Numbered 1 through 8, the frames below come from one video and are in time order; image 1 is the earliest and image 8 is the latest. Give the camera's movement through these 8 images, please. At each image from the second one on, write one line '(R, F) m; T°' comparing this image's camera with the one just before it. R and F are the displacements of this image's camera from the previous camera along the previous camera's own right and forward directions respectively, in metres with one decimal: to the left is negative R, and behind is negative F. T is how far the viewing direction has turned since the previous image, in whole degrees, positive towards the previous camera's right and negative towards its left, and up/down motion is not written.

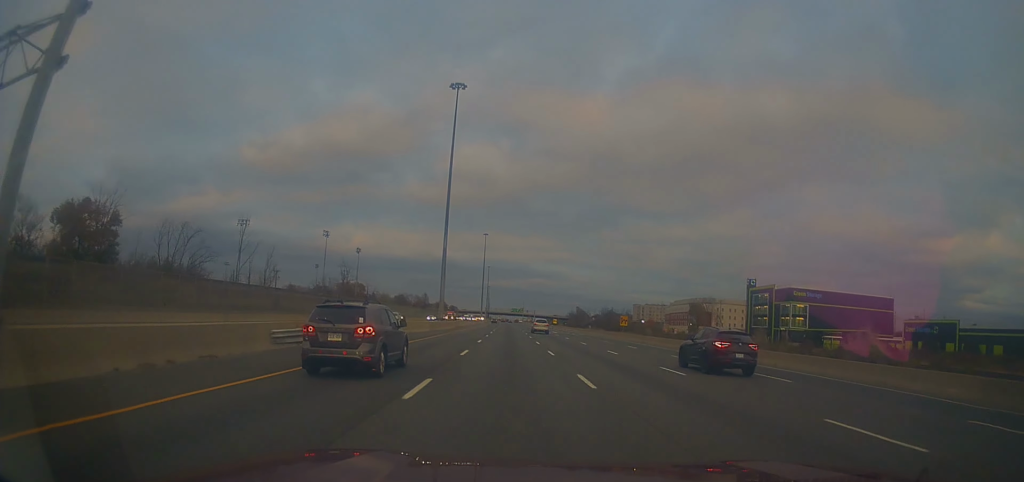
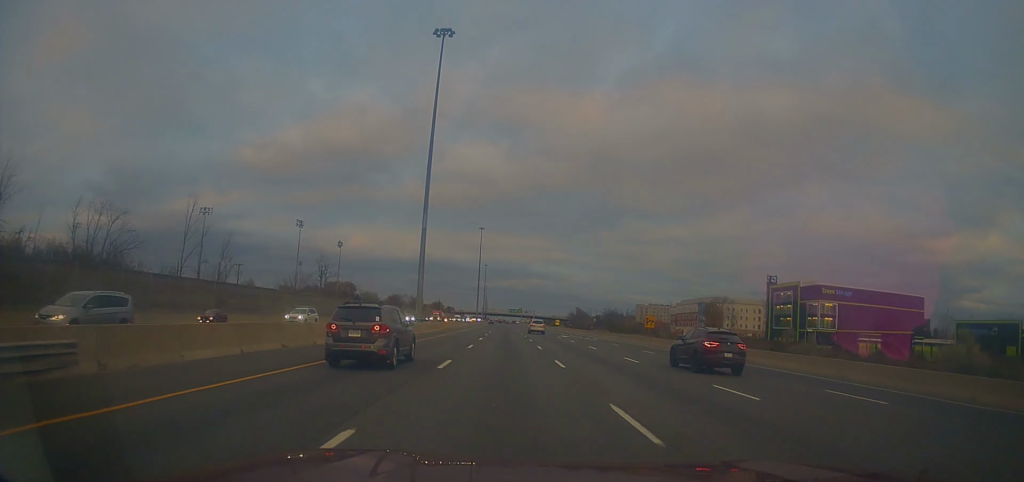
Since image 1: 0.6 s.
(0.0, +17.9) m; 0°
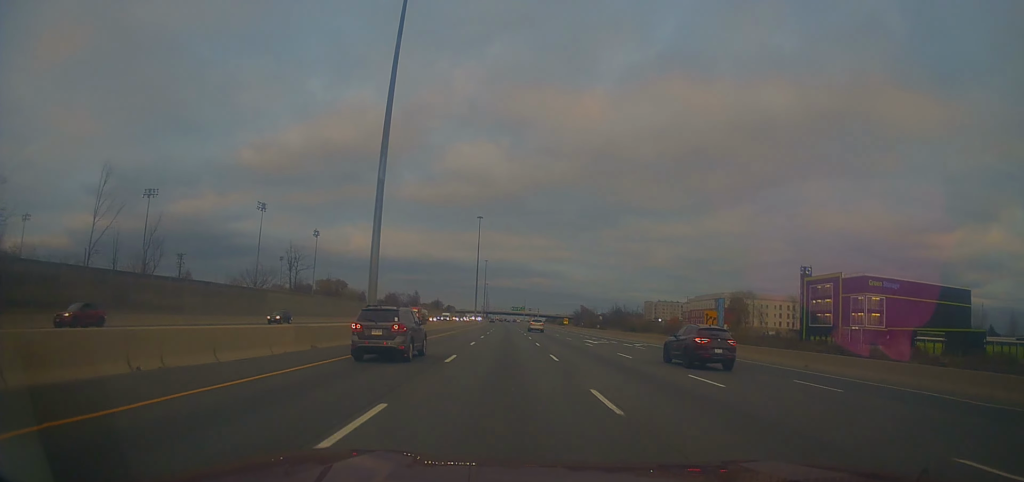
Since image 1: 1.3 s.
(-0.1, +21.9) m; +1°
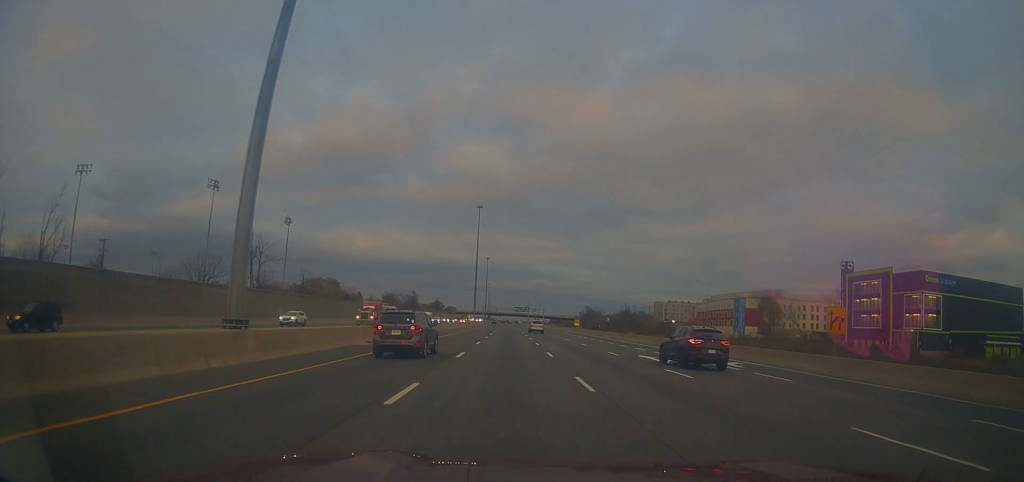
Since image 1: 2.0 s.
(+0.2, +20.9) m; 0°
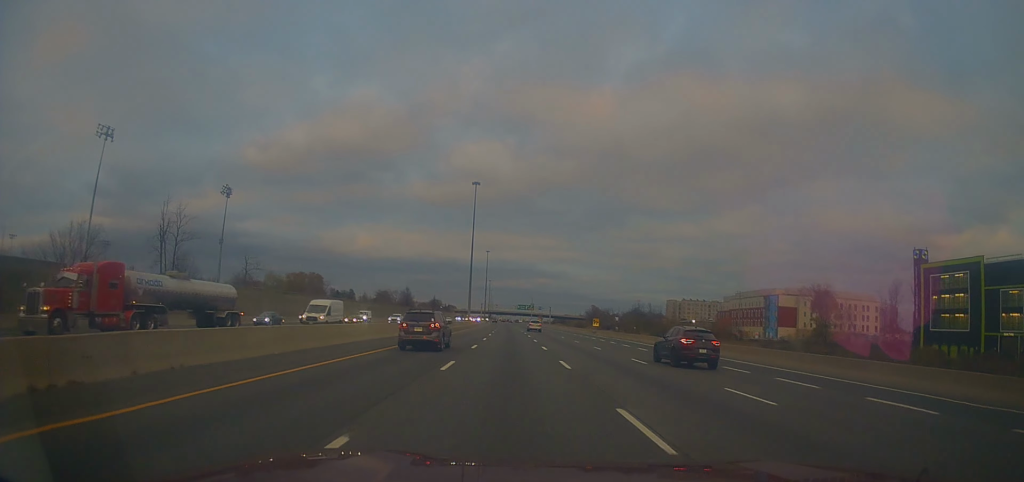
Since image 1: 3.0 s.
(0.0, +29.7) m; -1°
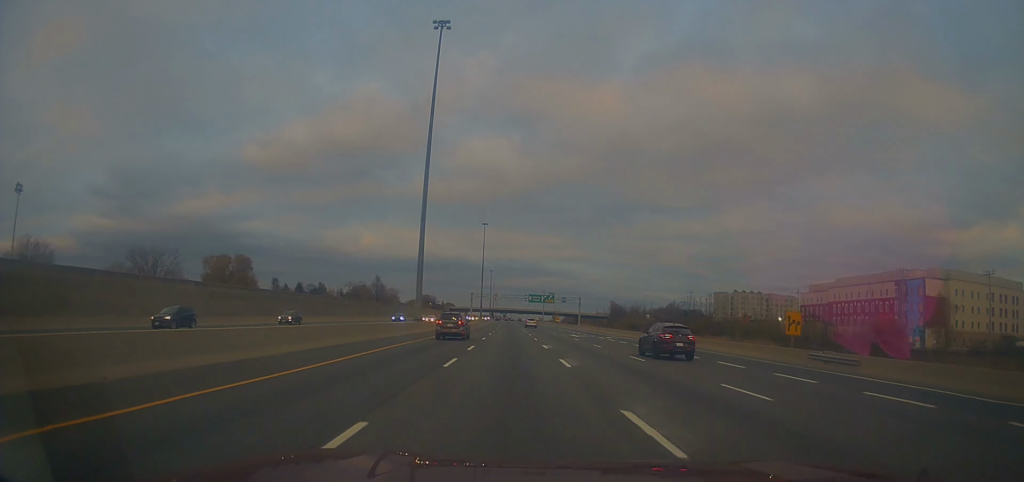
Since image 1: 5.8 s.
(-2.2, +83.2) m; -1°
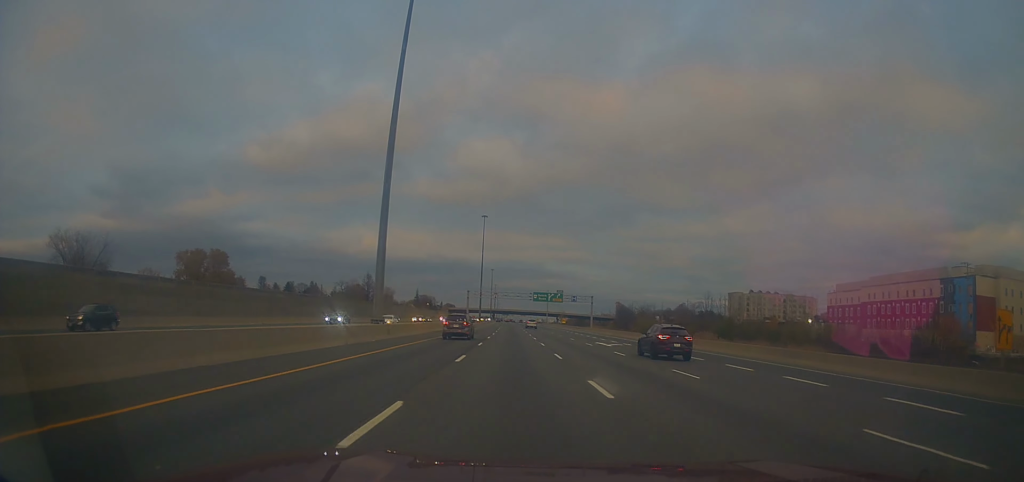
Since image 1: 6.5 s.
(+0.2, +18.8) m; +1°
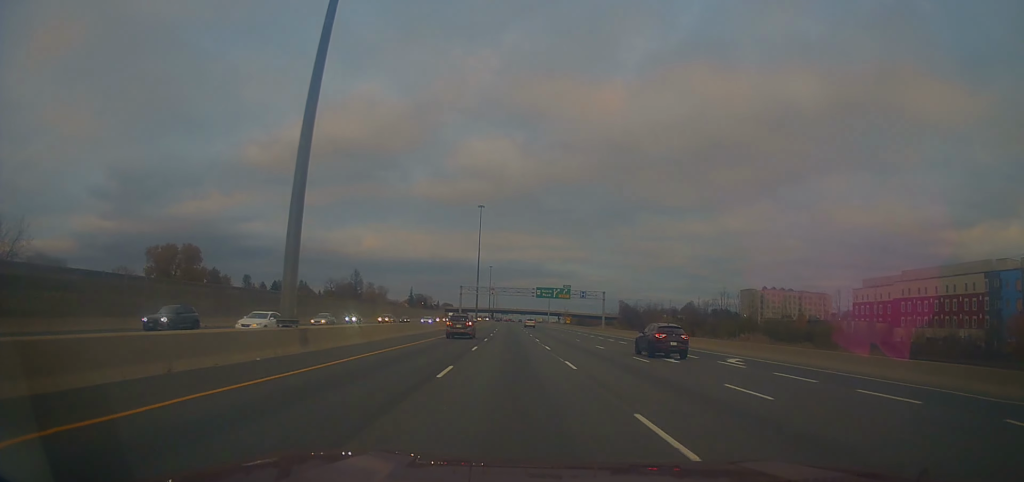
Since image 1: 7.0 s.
(+0.1, +16.8) m; 0°
